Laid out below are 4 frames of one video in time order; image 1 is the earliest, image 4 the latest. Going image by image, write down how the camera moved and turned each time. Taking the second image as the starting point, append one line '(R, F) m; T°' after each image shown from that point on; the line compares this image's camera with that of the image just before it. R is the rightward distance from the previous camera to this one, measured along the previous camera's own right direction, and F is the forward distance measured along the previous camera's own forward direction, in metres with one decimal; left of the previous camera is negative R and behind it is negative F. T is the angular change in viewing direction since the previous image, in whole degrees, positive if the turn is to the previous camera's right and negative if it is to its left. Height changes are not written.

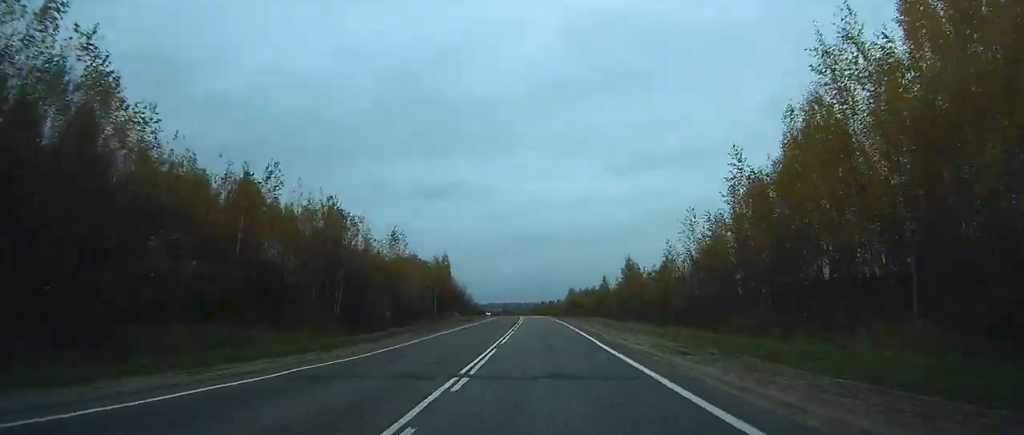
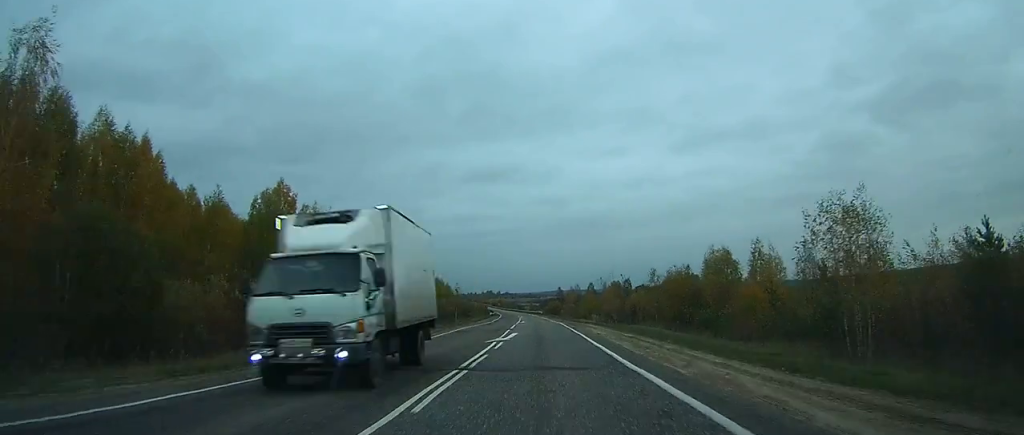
(-7.9, +180.3) m; -5°
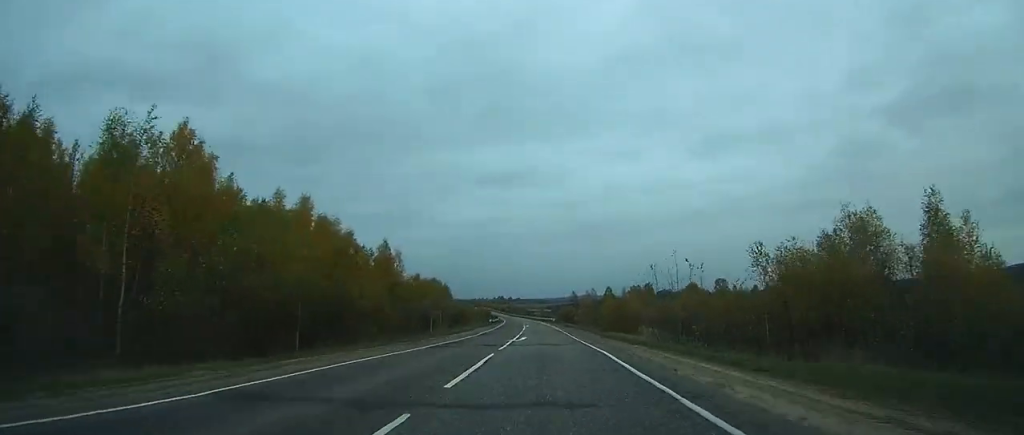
(-0.2, +27.1) m; -1°
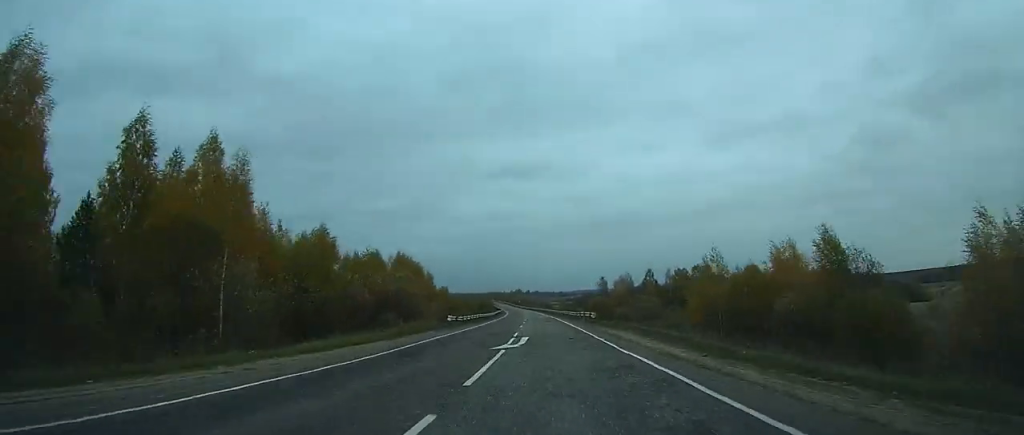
(-0.9, +58.5) m; -2°
